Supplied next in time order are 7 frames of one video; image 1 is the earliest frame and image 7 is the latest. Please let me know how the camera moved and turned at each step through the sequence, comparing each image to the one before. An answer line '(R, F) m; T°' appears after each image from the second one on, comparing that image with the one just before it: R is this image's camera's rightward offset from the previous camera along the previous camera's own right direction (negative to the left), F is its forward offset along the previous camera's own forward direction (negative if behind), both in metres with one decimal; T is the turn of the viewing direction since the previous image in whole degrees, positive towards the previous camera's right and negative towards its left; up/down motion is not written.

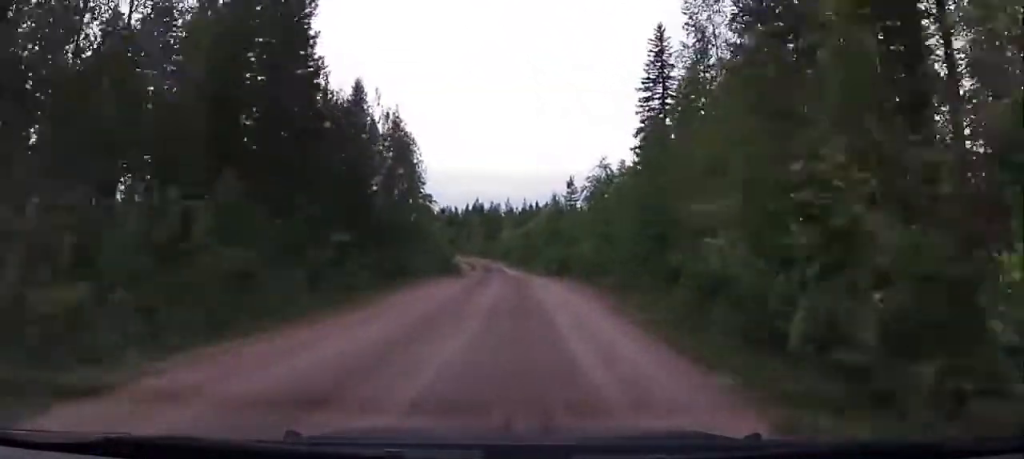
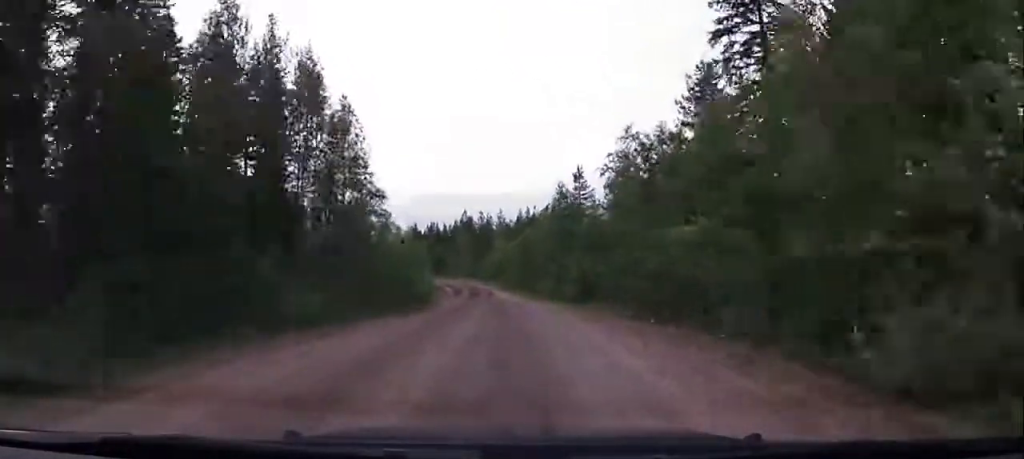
(-0.3, +18.9) m; 0°
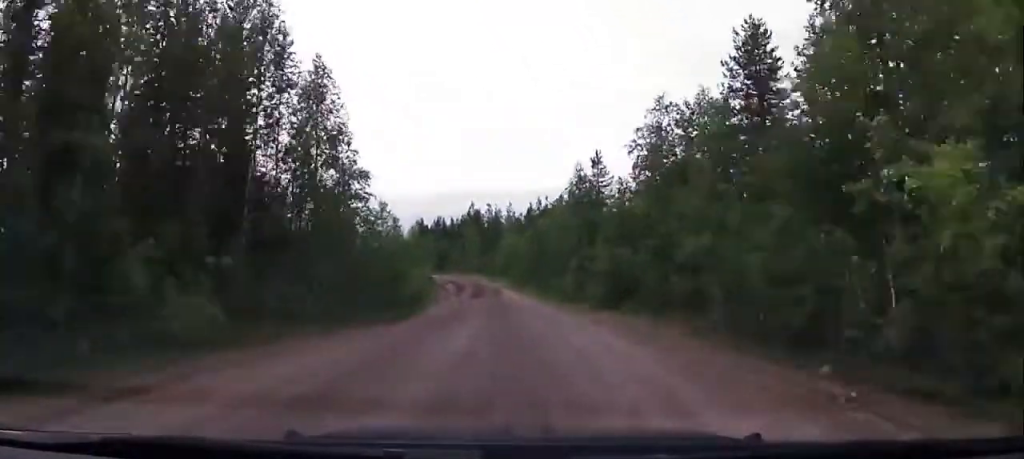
(+0.1, +6.6) m; +1°
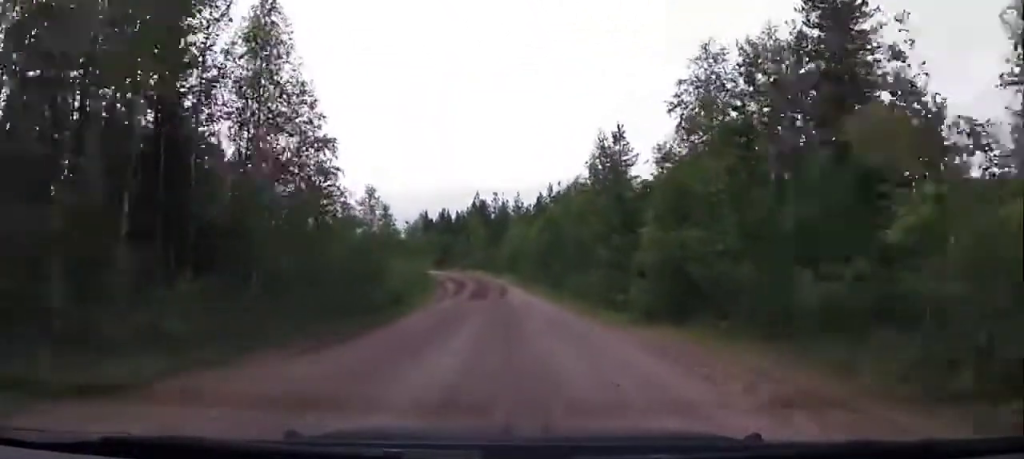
(+0.1, +8.0) m; 0°
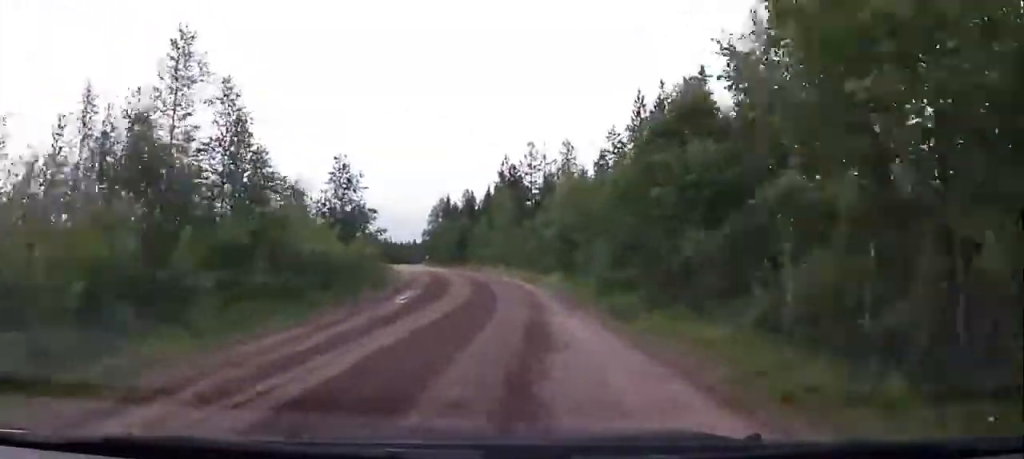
(-1.8, +35.9) m; -5°
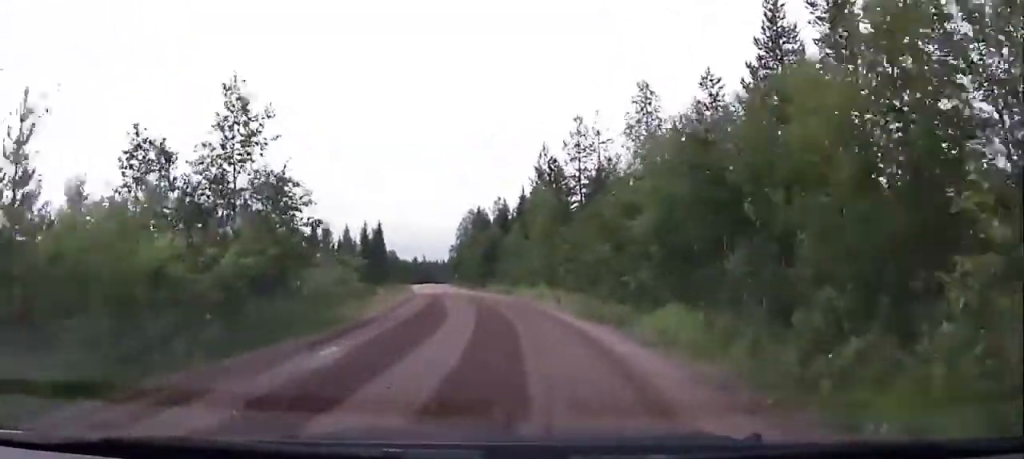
(+0.5, +15.8) m; 0°
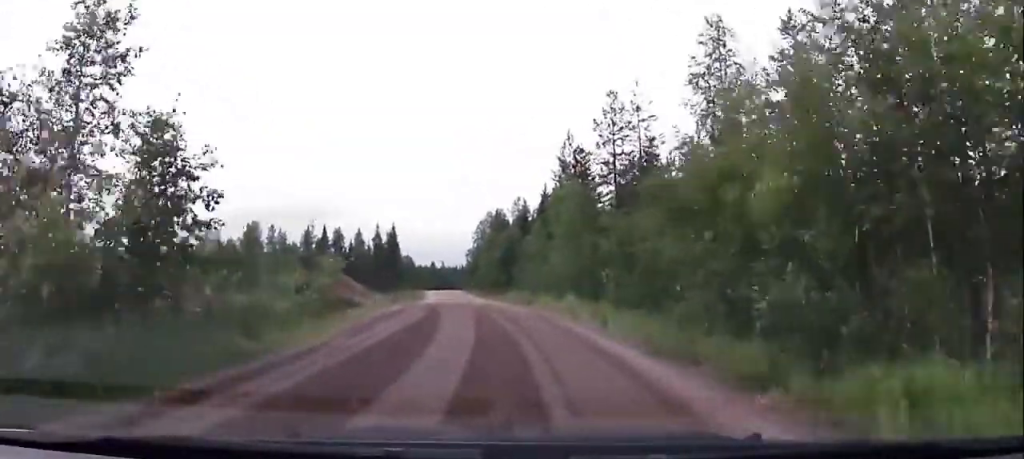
(-0.1, +6.7) m; -2°
